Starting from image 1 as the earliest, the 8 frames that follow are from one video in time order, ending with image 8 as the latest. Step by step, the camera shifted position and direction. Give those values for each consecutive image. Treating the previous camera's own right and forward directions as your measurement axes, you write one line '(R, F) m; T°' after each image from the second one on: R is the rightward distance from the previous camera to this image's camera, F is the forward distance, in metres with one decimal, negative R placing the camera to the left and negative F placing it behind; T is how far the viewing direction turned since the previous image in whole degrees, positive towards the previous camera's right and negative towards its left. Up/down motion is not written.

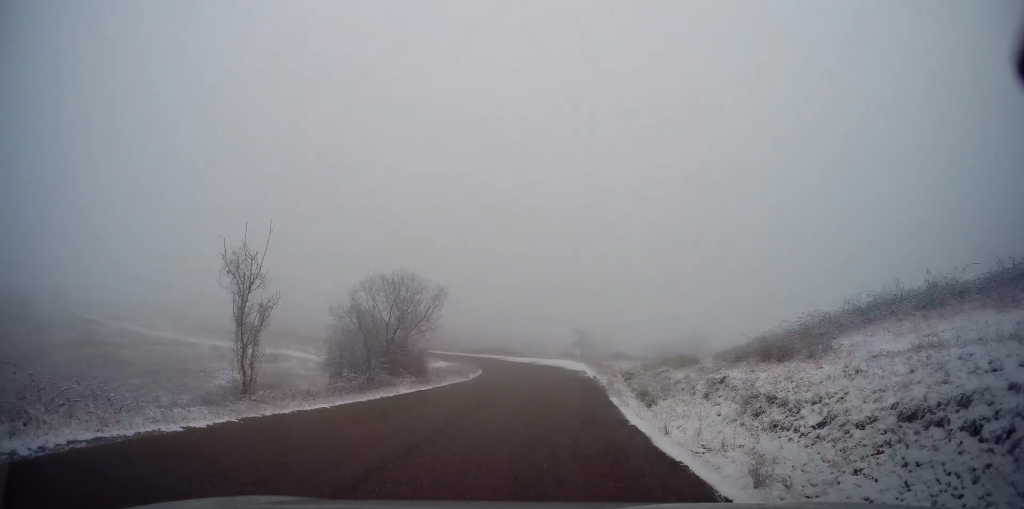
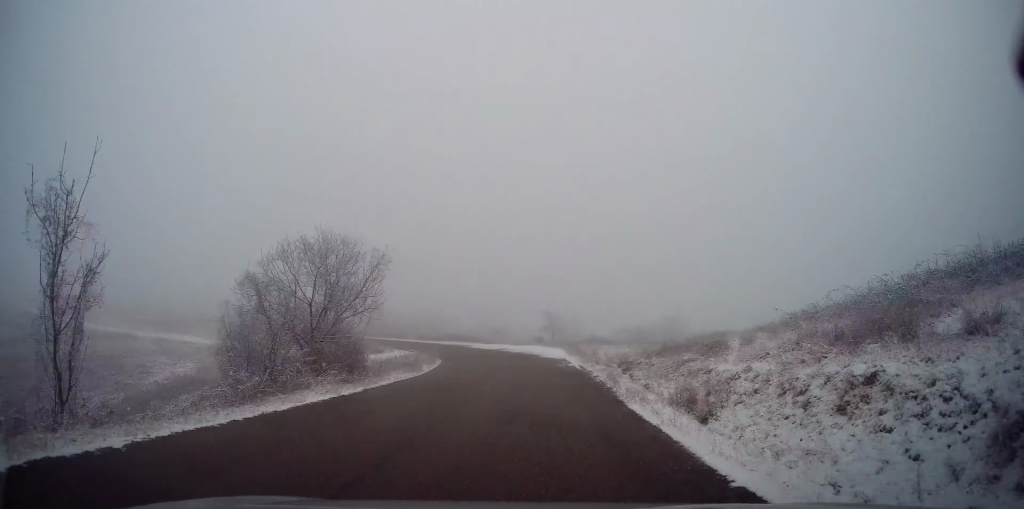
(-0.3, +5.6) m; +2°
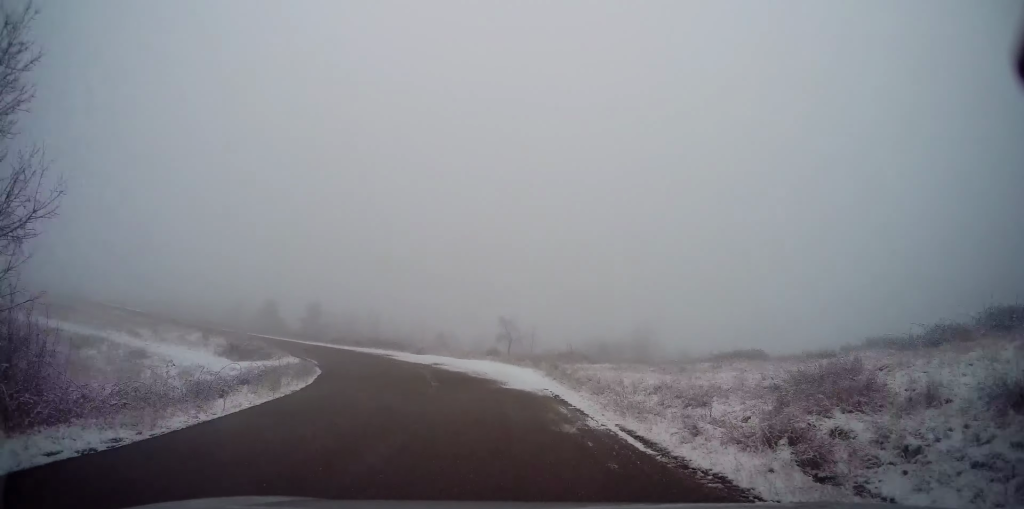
(+1.2, +13.5) m; +7°
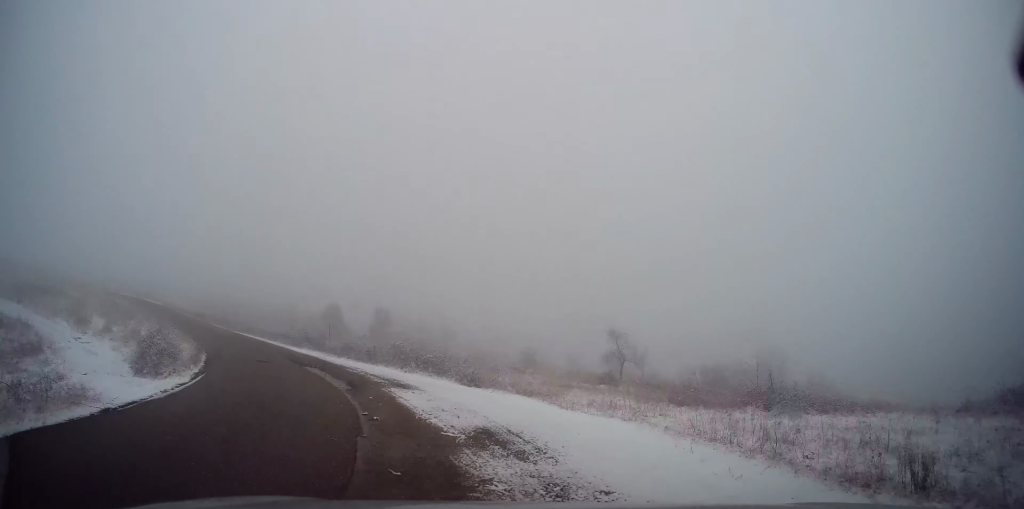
(-0.3, +17.1) m; -8°
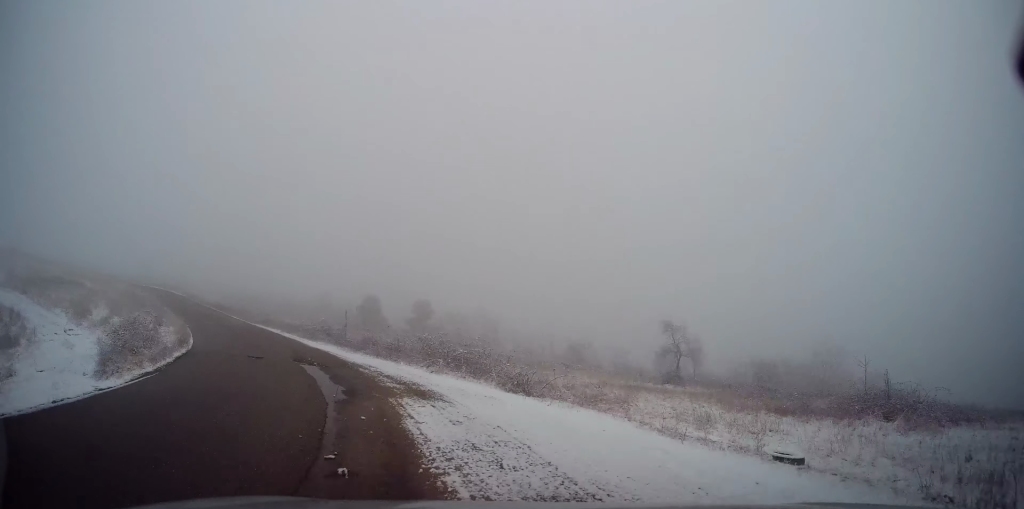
(0.0, +4.6) m; -5°
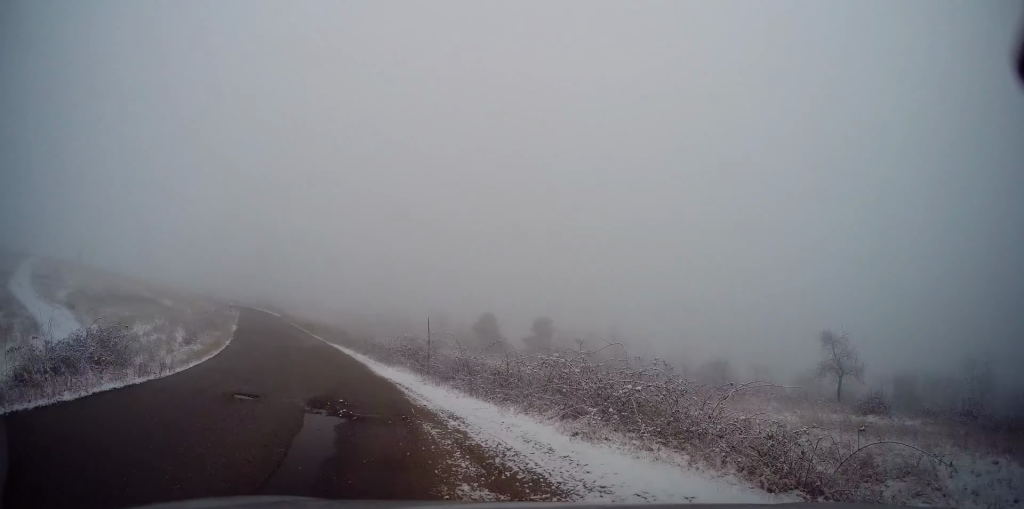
(-0.8, +8.3) m; -11°
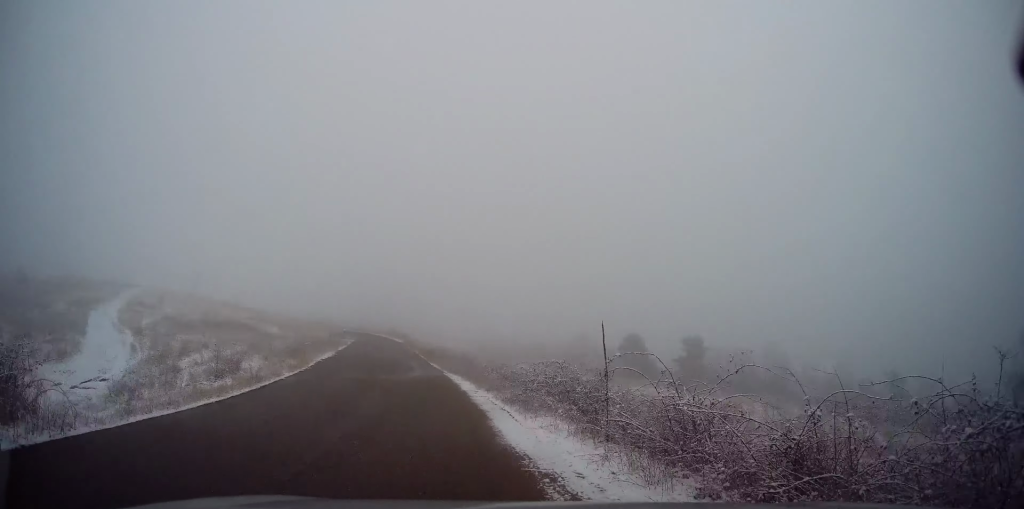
(-1.0, +8.6) m; -15°
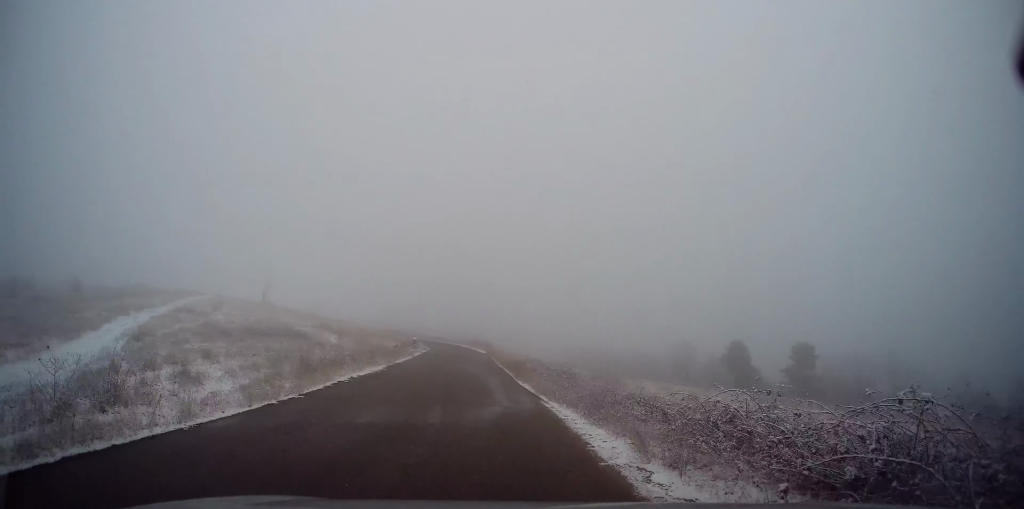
(-1.2, +8.4) m; -11°
